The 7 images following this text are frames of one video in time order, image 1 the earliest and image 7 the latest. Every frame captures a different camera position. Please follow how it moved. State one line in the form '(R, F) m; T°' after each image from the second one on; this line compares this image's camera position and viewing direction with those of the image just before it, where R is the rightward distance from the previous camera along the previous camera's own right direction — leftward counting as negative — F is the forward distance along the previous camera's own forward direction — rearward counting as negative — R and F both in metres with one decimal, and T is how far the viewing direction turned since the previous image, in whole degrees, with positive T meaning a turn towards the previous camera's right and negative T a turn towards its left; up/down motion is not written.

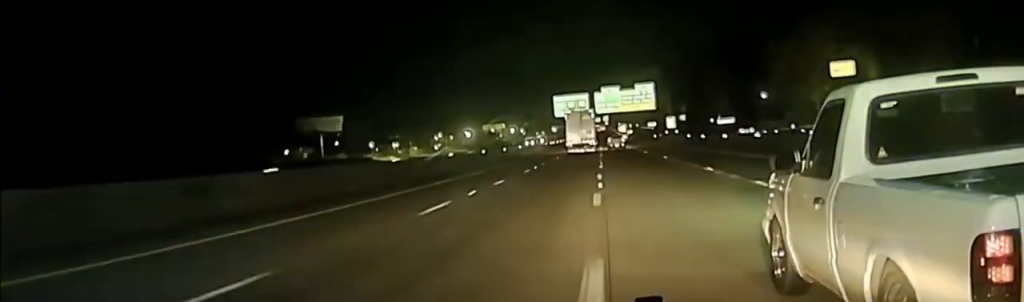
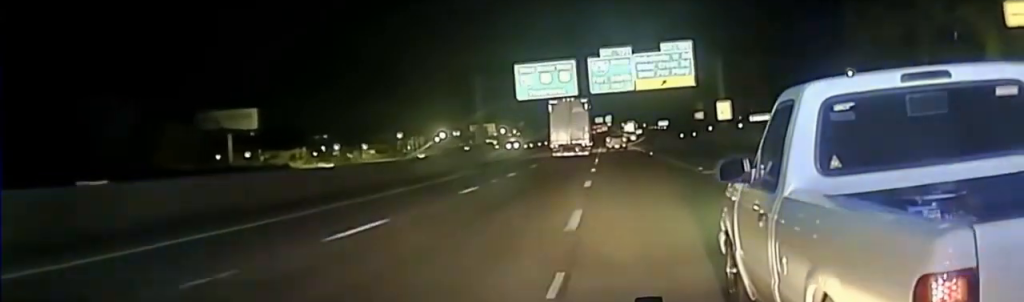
(+0.1, +61.7) m; 0°
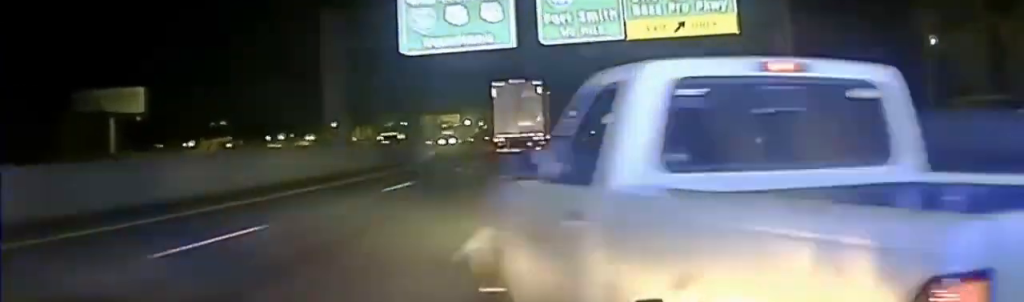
(+0.2, +42.8) m; 0°
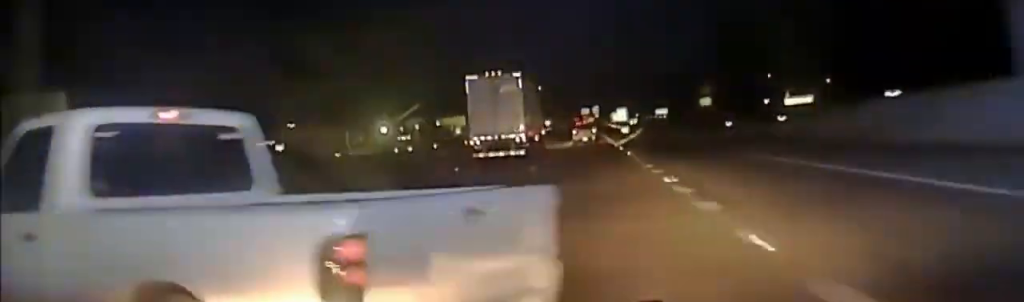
(+0.1, +32.7) m; 0°
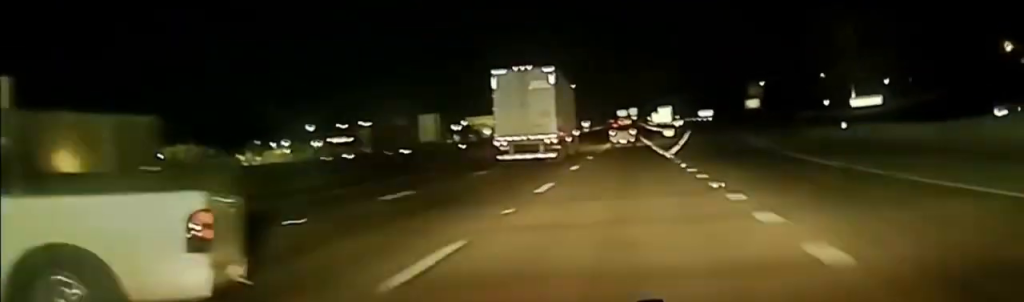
(+0.1, +28.7) m; 0°
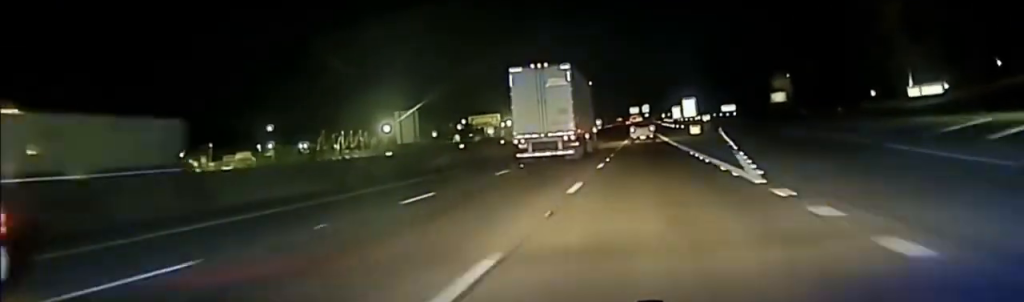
(-0.5, +31.7) m; -2°
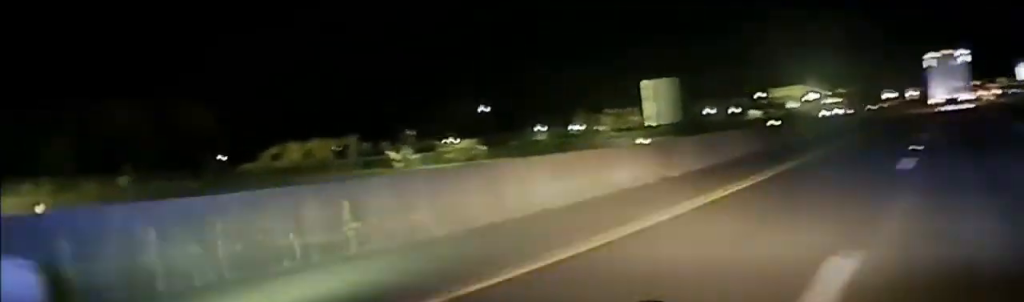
(-2.3, +44.2) m; -10°
